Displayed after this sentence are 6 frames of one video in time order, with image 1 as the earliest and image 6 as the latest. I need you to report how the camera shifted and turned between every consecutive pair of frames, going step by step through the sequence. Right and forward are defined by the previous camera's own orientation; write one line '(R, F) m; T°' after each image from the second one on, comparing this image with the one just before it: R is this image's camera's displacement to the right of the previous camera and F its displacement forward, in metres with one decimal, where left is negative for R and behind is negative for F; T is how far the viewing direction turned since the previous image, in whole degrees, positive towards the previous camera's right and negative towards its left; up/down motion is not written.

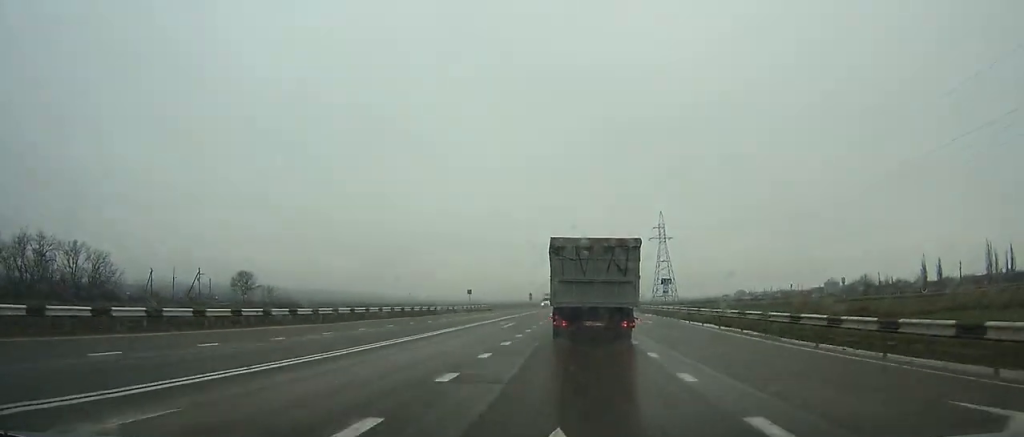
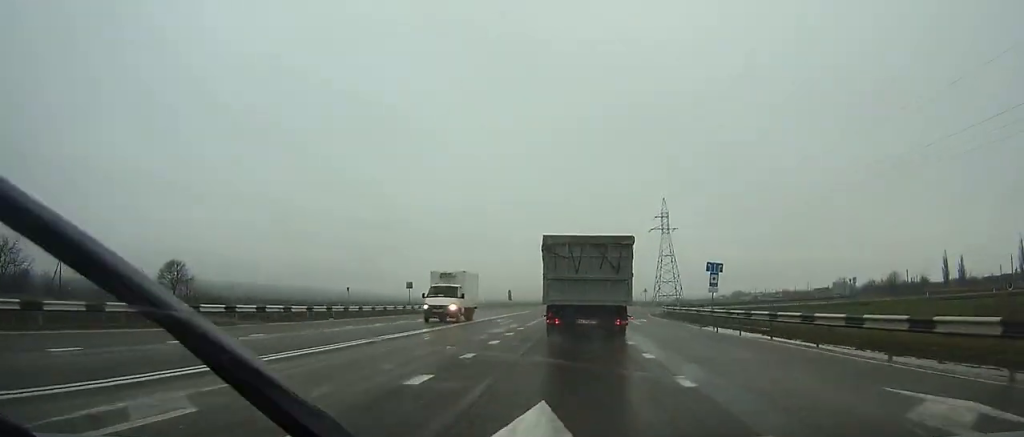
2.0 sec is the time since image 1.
(+0.3, +28.7) m; +1°
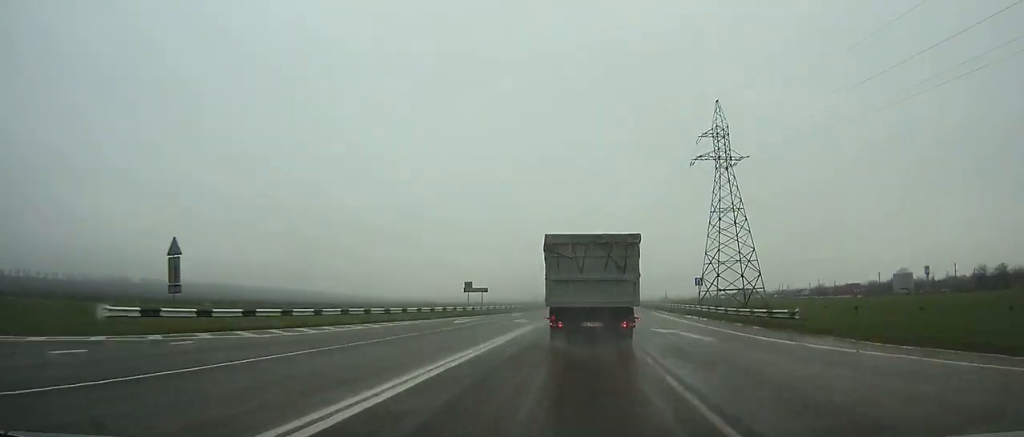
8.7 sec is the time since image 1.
(+2.4, +99.7) m; +3°
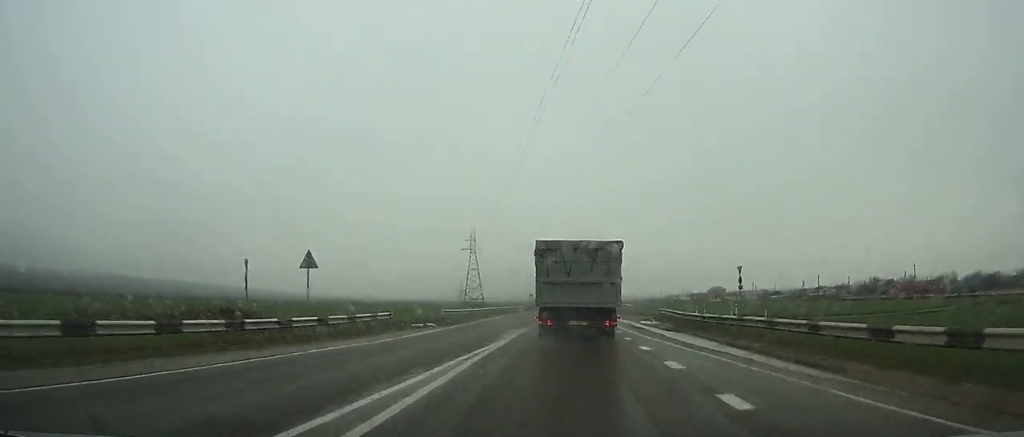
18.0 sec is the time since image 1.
(+7.6, +140.2) m; +5°
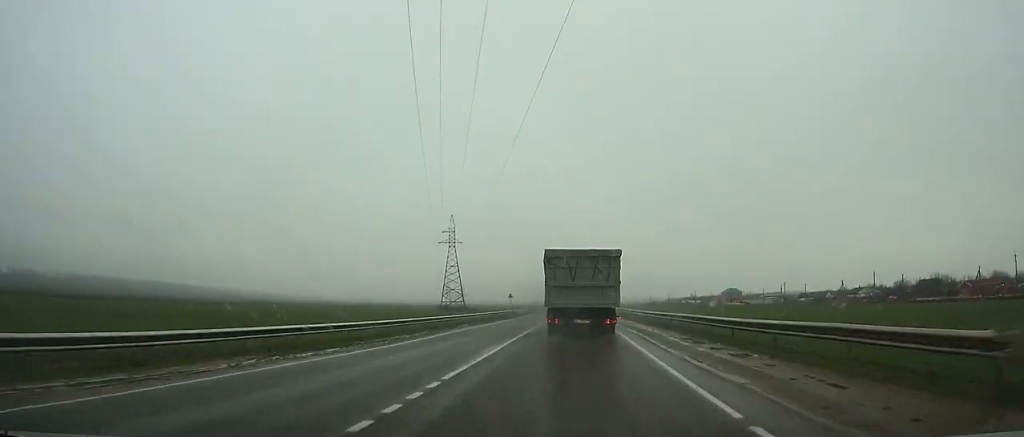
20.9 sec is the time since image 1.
(+0.3, +44.0) m; 0°
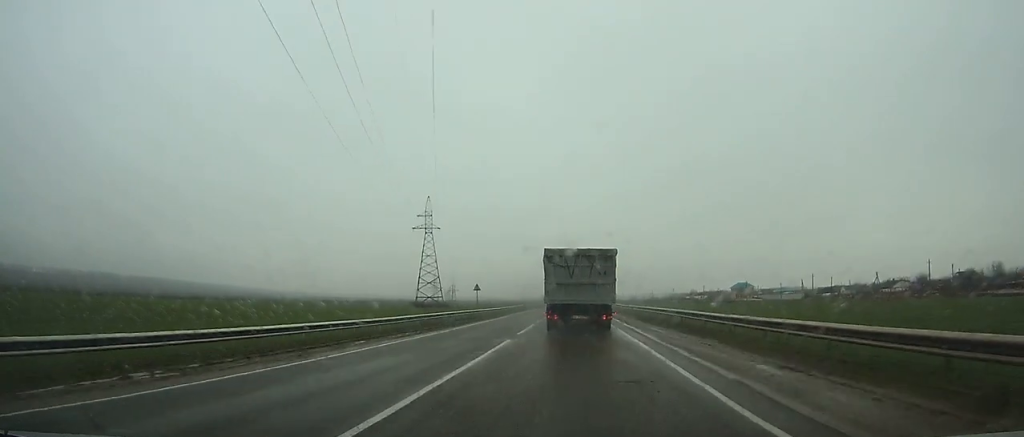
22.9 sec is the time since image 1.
(0.0, +30.7) m; 0°
